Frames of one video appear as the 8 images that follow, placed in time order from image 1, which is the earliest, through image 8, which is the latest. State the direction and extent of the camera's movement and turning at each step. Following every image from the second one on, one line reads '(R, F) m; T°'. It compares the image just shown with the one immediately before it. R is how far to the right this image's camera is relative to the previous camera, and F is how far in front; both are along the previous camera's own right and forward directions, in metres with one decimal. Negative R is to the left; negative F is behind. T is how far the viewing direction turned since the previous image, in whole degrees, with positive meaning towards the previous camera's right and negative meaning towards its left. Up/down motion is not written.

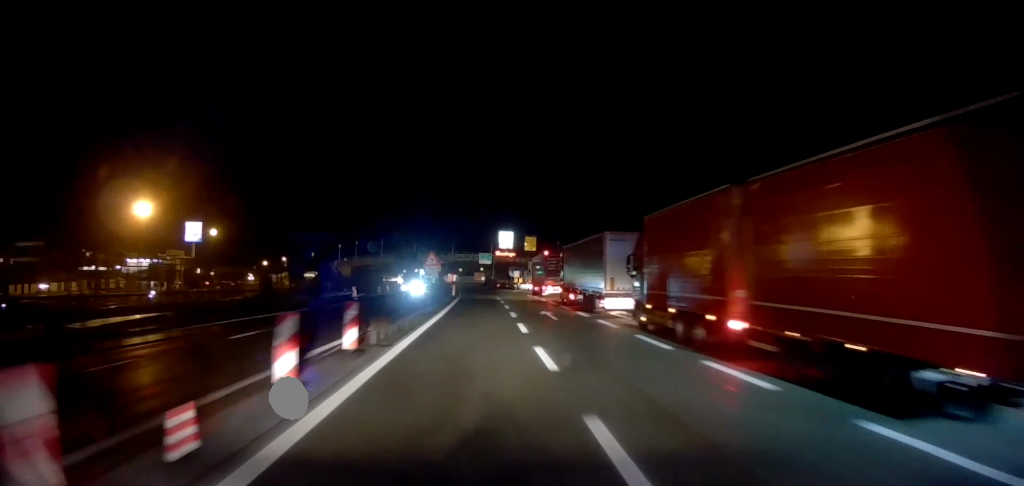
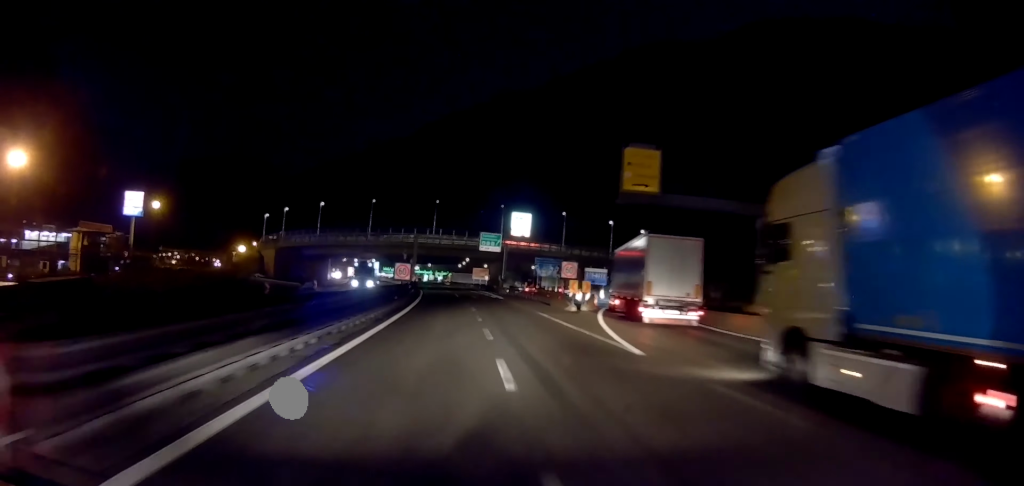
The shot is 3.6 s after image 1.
(+0.7, +60.5) m; -1°
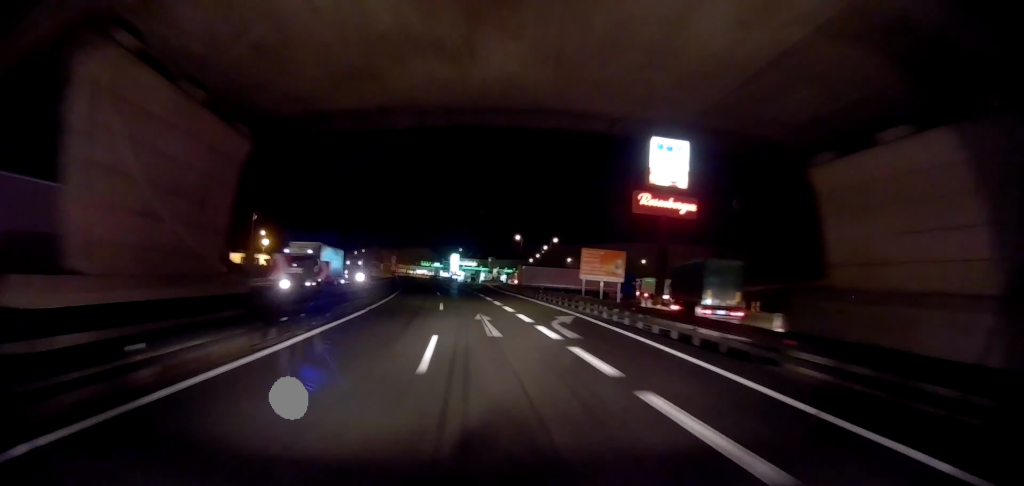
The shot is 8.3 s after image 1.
(-4.1, +79.6) m; -6°
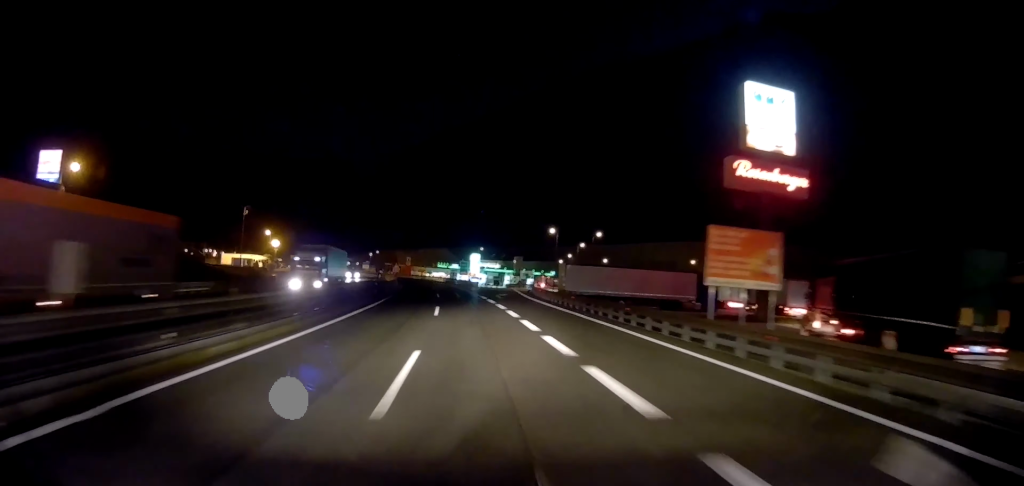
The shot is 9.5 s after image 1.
(-0.3, +20.7) m; -2°
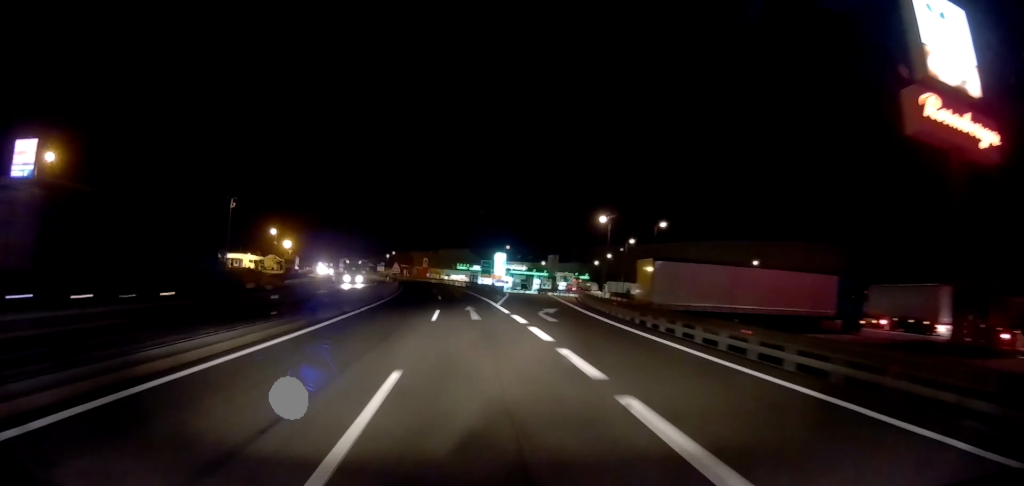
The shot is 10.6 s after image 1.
(+0.2, +20.8) m; -3°
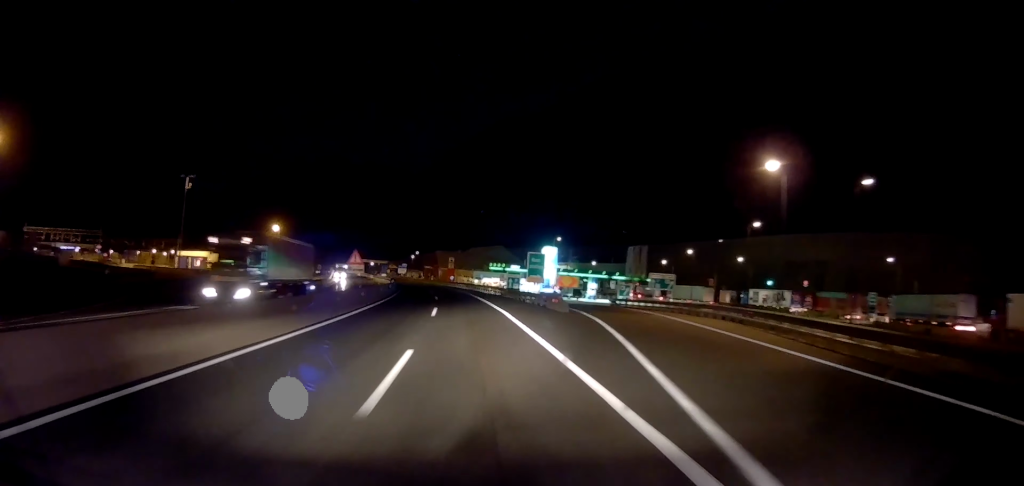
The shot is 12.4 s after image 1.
(-1.8, +32.5) m; -4°
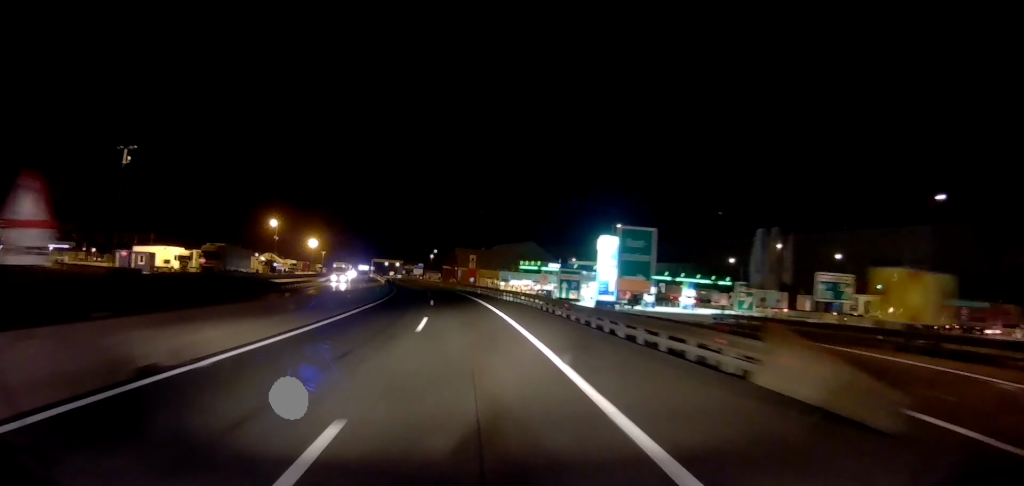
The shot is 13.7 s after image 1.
(-0.5, +24.6) m; -3°
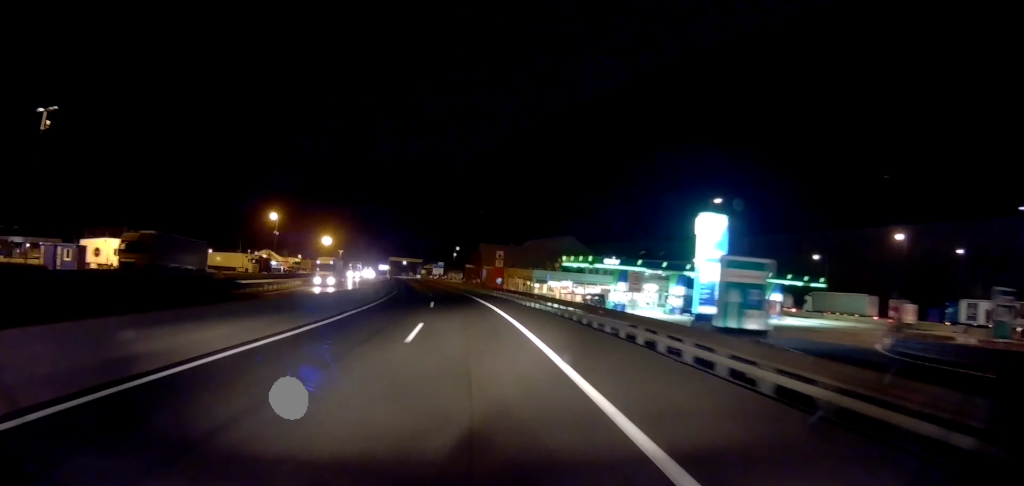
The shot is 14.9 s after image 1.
(+0.2, +20.8) m; -2°
